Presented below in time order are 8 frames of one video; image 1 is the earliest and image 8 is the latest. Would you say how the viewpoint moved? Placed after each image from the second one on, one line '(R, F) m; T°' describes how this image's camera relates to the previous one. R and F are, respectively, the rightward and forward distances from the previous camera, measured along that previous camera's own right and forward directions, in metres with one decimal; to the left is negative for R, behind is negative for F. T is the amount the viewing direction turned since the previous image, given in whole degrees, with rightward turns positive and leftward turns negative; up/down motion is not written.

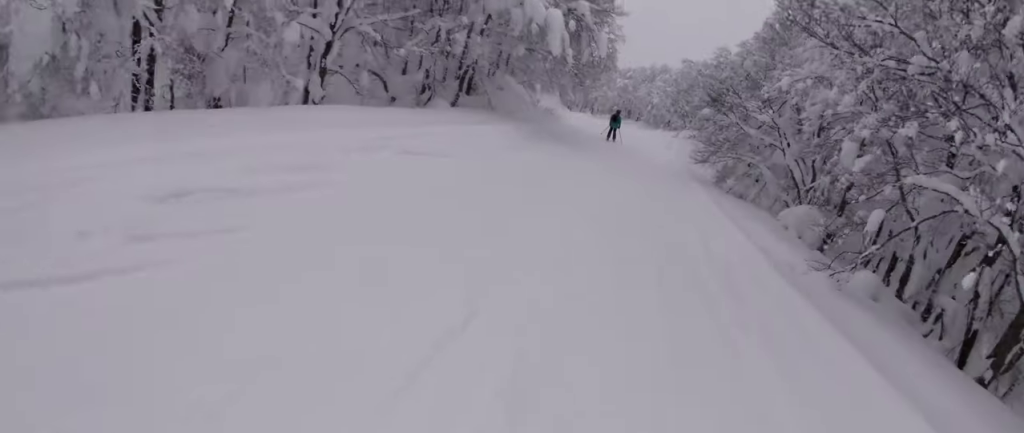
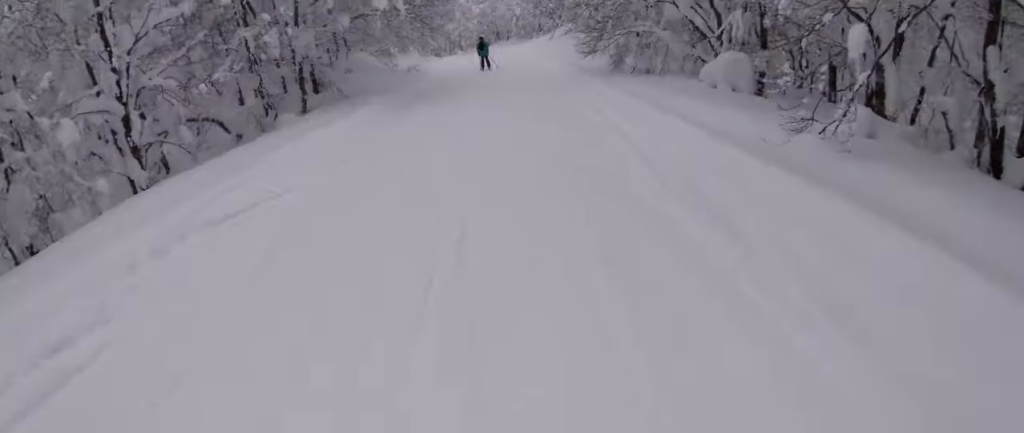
(0.0, +2.3) m; 0°
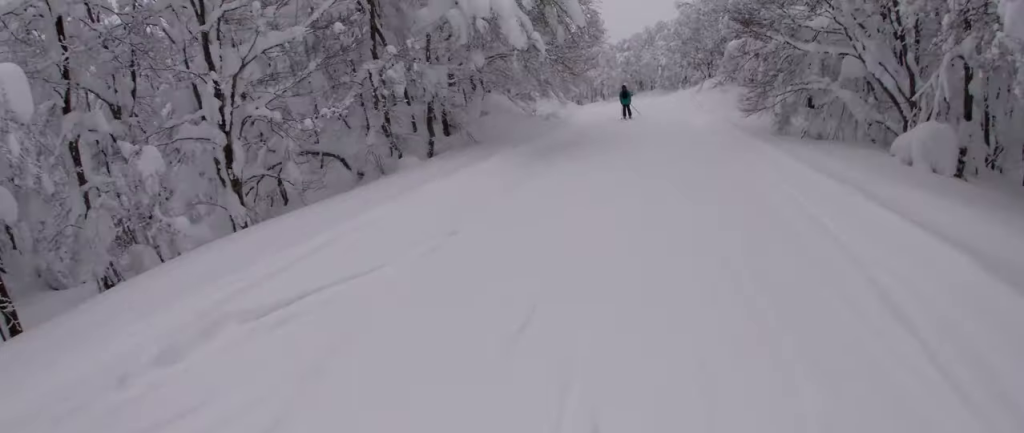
(0.0, +2.1) m; 0°
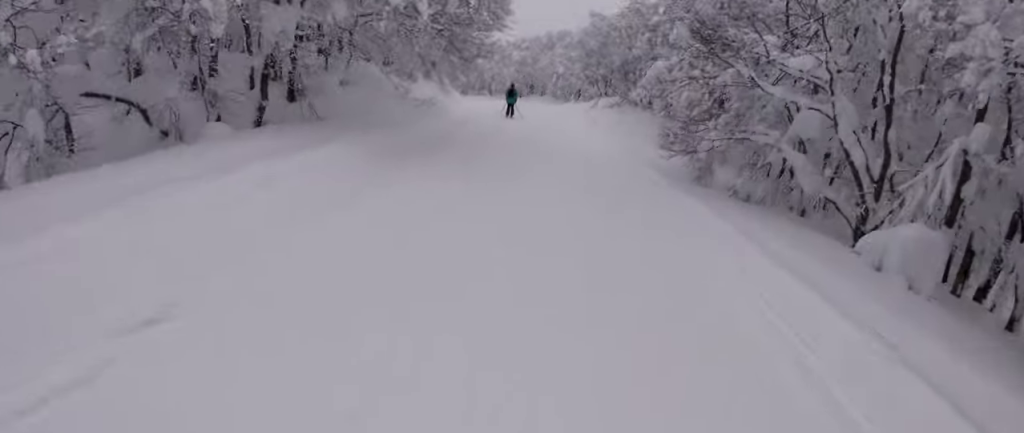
(0.0, +3.5) m; -1°
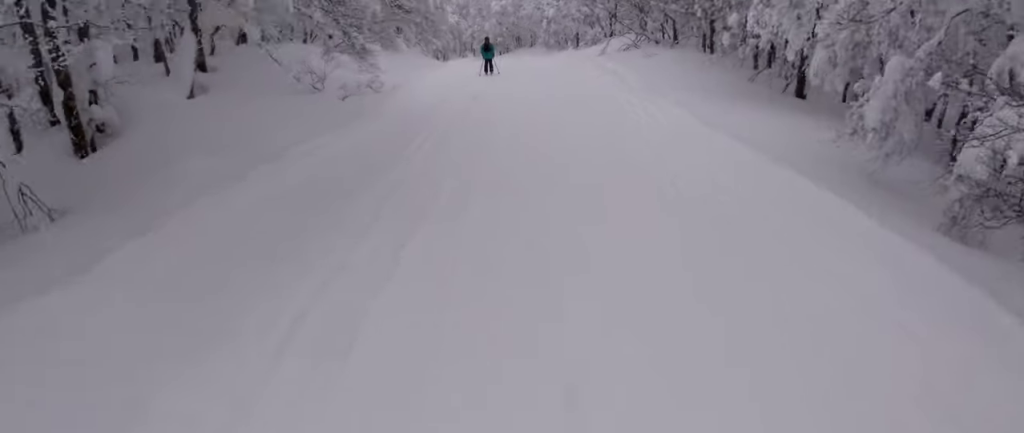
(-0.1, +7.7) m; -1°
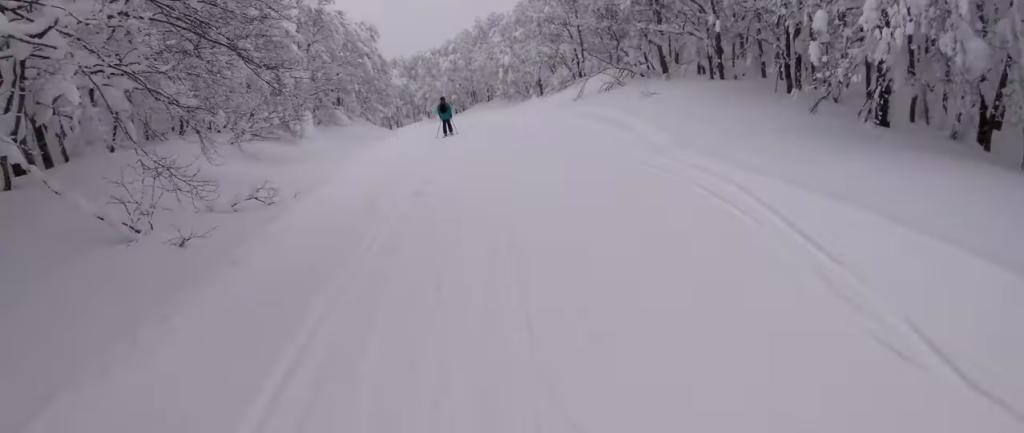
(0.0, +5.5) m; -1°
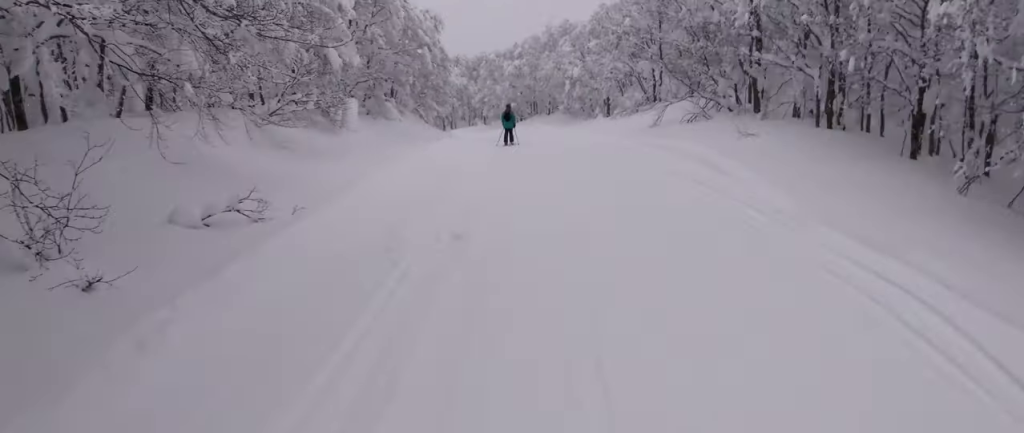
(0.0, +2.5) m; +2°
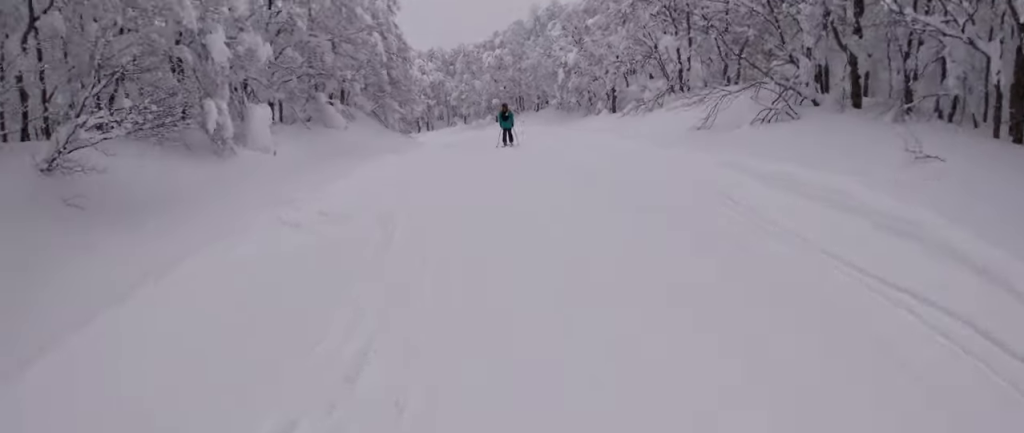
(+0.6, +6.9) m; +4°
